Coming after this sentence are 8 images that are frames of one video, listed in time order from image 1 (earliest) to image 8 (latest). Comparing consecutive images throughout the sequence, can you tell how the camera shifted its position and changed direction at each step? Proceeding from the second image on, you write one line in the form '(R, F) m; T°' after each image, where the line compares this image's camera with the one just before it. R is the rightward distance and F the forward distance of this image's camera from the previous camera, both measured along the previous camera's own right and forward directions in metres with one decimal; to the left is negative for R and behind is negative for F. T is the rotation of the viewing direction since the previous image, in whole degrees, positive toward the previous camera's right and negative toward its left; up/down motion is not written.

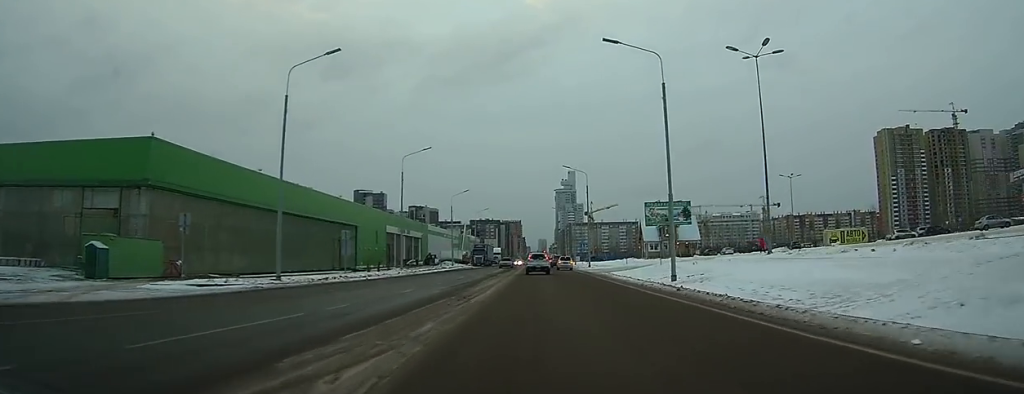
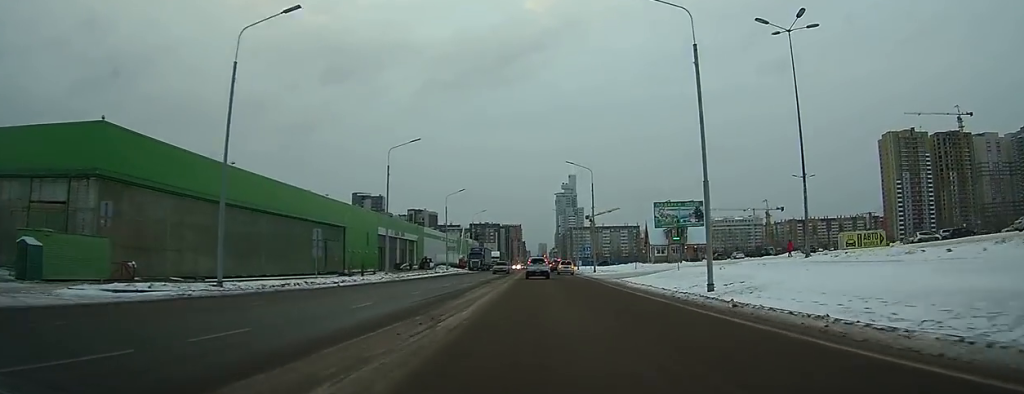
(0.0, +6.0) m; 0°
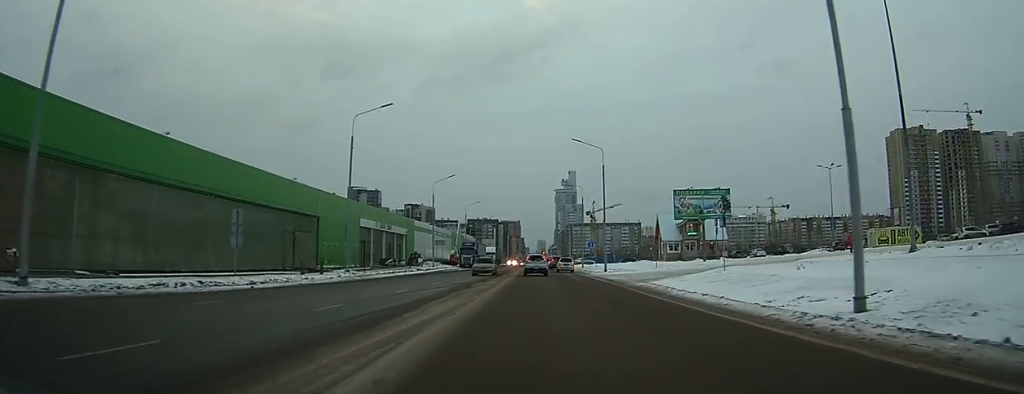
(-0.1, +10.8) m; 0°
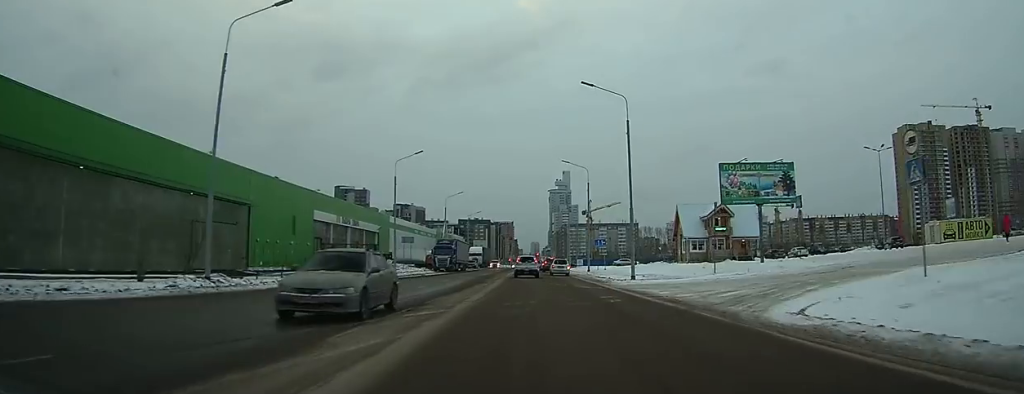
(0.0, +17.7) m; 0°
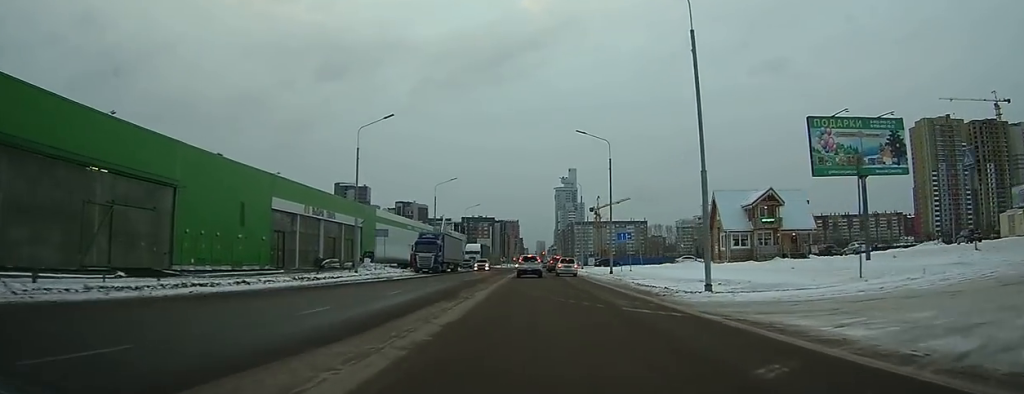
(+0.1, +14.2) m; -1°
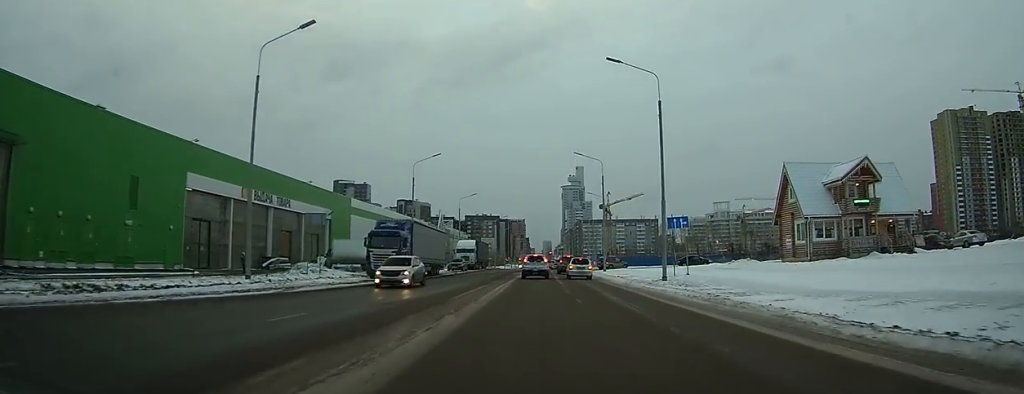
(-0.1, +17.5) m; +1°
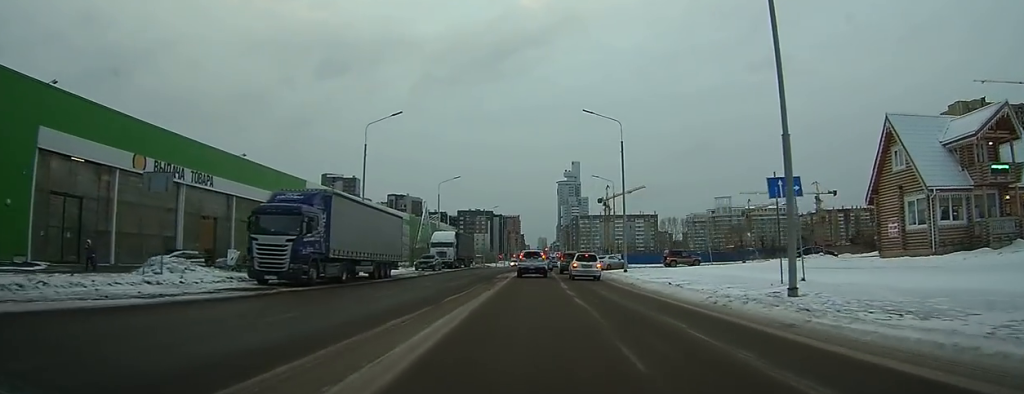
(+0.2, +15.9) m; +1°
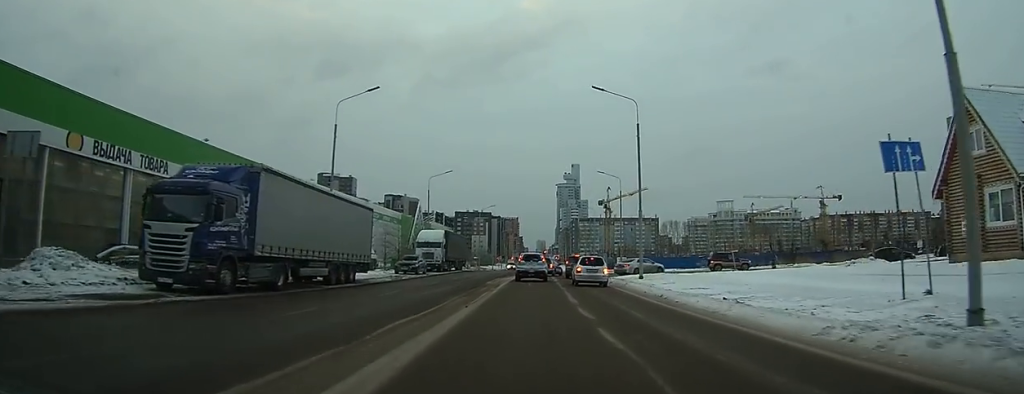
(0.0, +6.9) m; 0°
